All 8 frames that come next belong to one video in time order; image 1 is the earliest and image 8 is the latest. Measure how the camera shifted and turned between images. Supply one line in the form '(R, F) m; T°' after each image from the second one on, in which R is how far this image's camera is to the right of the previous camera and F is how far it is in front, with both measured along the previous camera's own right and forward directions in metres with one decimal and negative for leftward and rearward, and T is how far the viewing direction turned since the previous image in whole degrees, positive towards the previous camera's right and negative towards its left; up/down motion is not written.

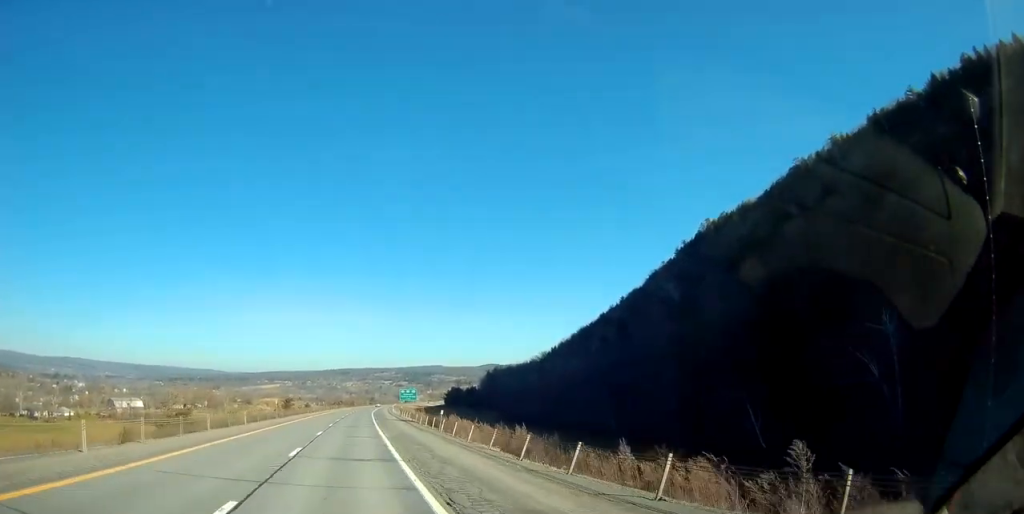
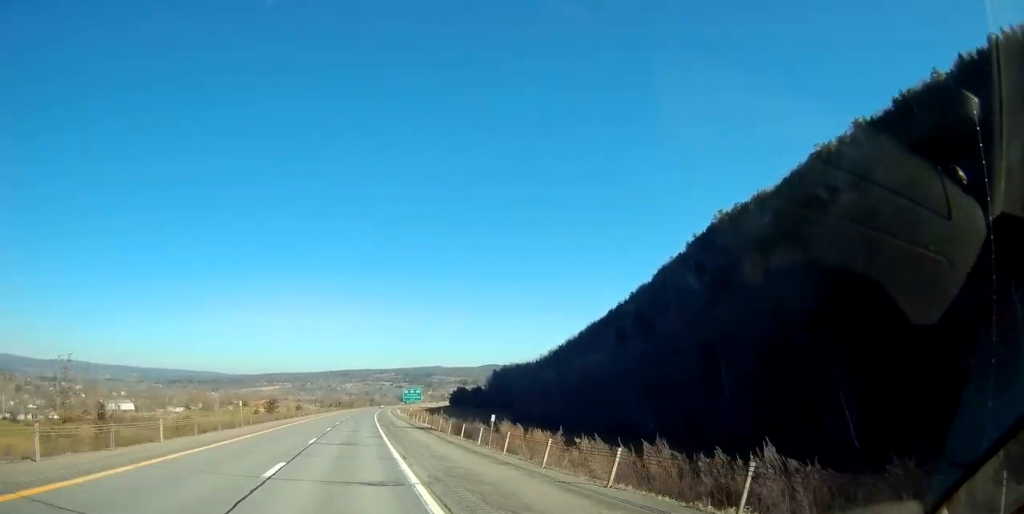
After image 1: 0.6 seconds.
(-0.1, +18.3) m; 0°
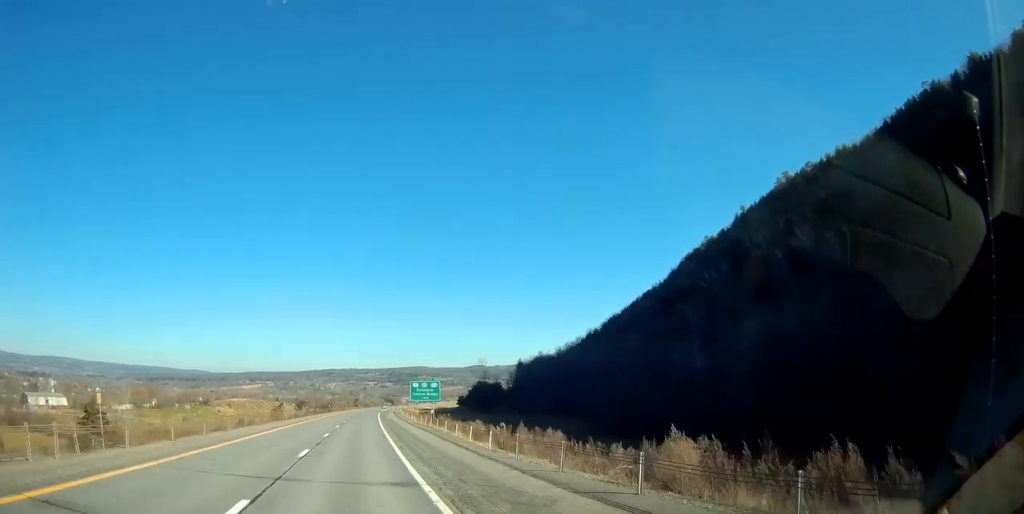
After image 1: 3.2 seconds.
(+1.5, +80.9) m; +2°
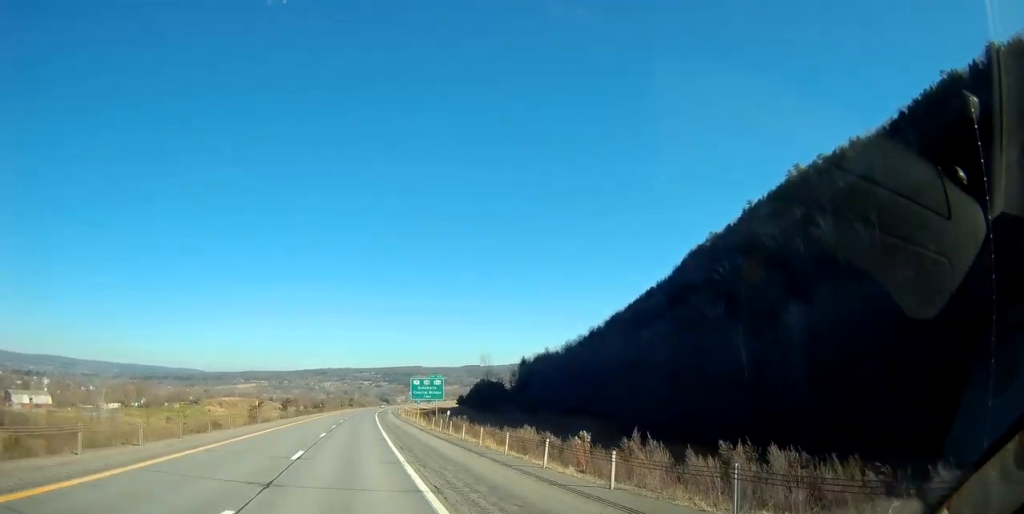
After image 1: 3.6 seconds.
(0.0, +12.8) m; 0°
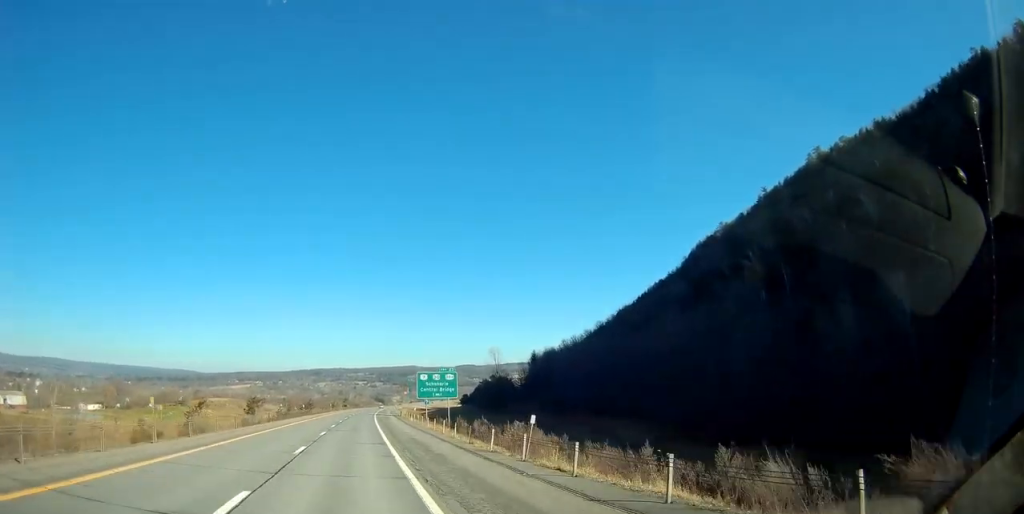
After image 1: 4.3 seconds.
(+0.1, +22.0) m; +1°
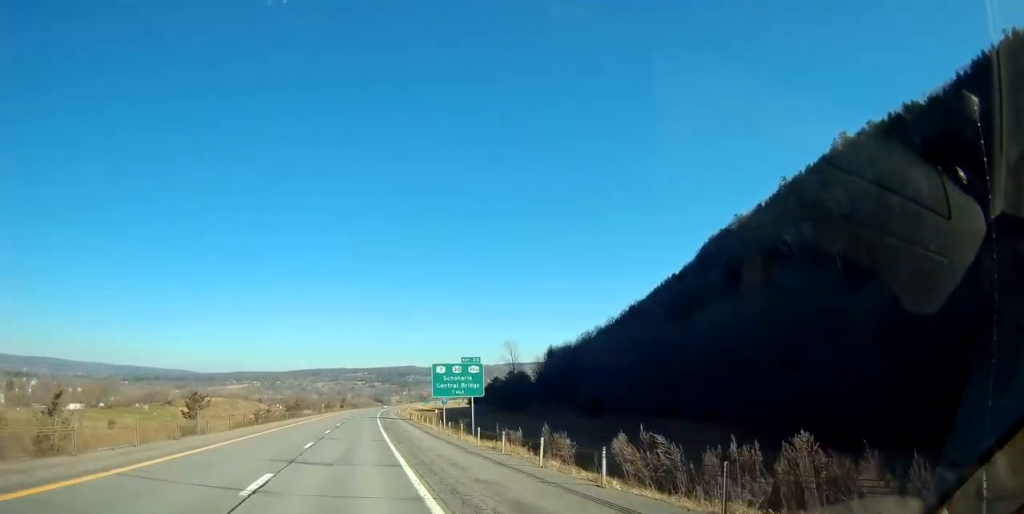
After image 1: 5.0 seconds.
(+0.1, +22.9) m; +1°
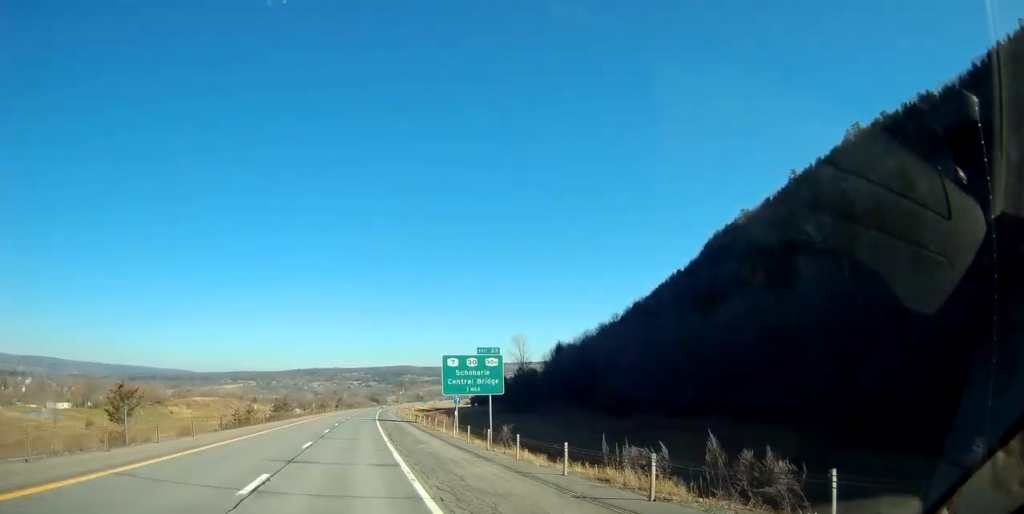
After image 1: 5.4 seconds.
(0.0, +13.0) m; 0°
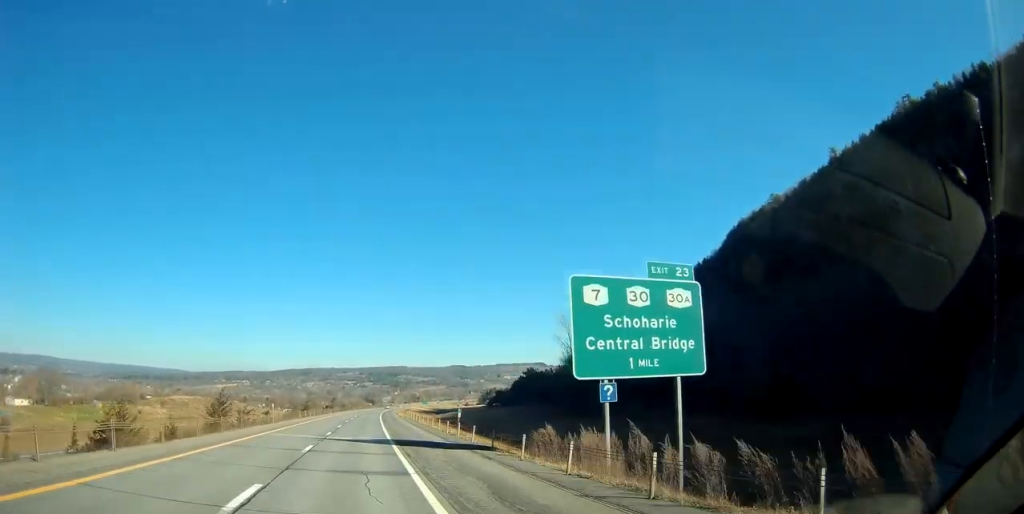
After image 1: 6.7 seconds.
(+0.2, +42.6) m; 0°
